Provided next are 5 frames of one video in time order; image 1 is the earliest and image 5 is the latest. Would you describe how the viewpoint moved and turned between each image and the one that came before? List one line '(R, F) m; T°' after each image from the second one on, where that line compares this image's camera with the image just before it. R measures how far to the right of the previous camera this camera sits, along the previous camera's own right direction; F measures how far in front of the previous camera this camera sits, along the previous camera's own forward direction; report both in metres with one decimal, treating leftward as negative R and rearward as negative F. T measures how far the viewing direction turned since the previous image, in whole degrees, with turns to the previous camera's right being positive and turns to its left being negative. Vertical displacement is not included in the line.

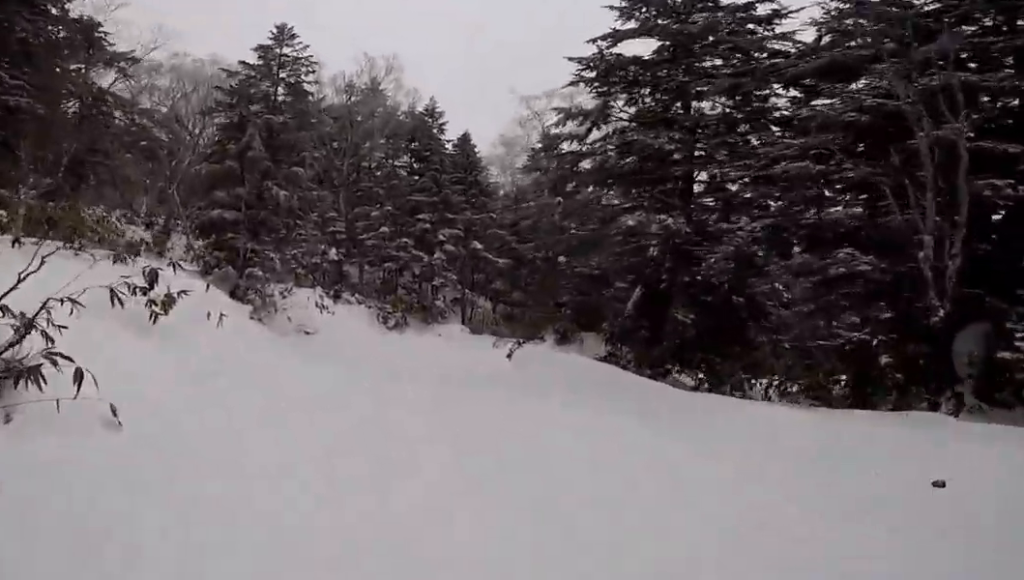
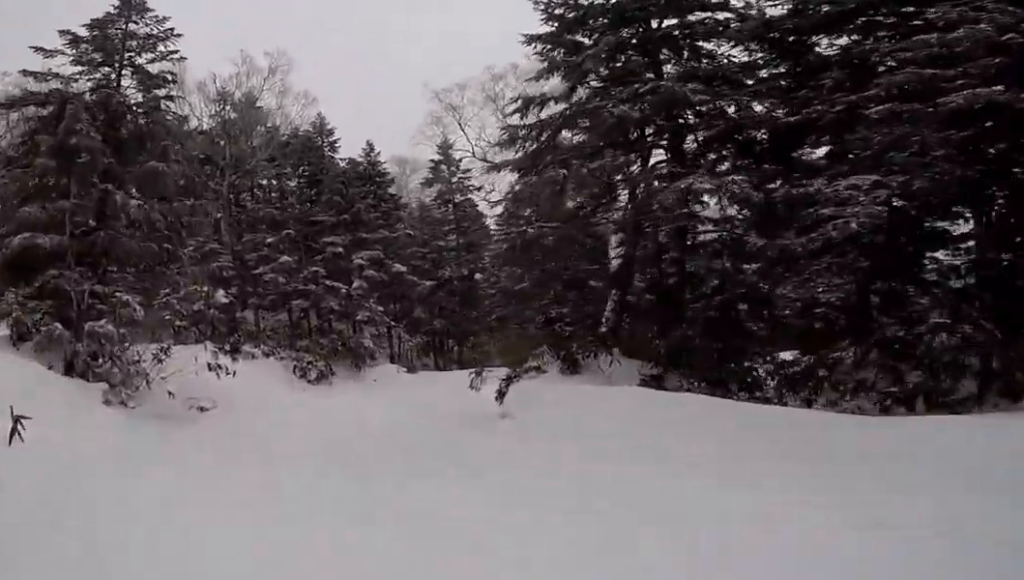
(+1.3, +4.3) m; +15°
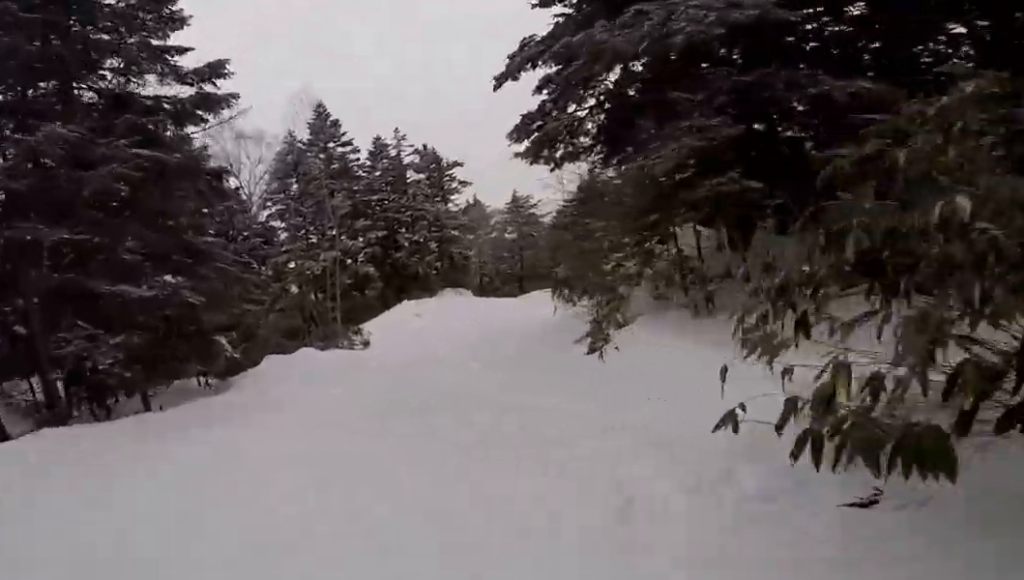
(+11.8, +13.4) m; +66°
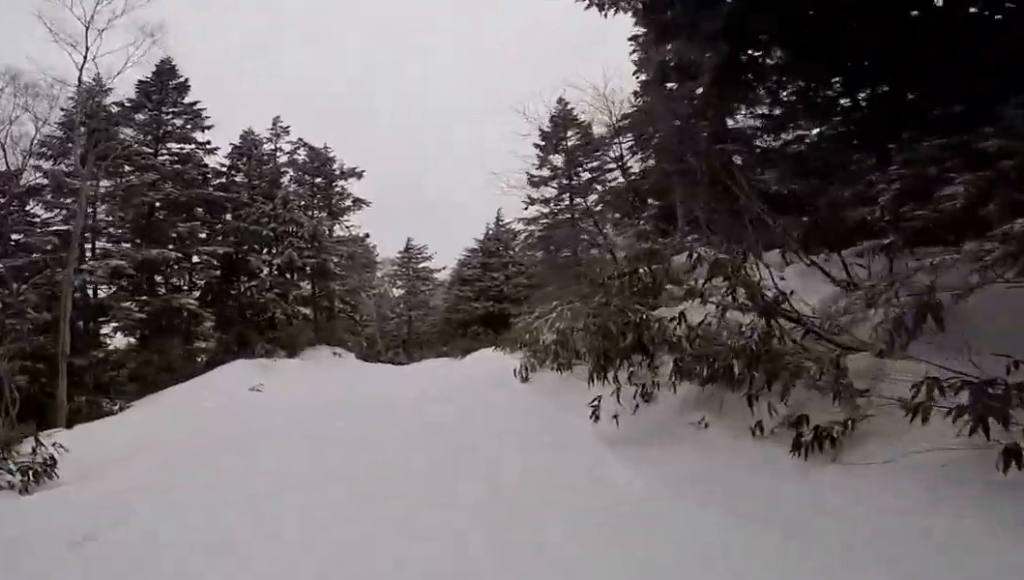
(+0.1, +9.1) m; +1°
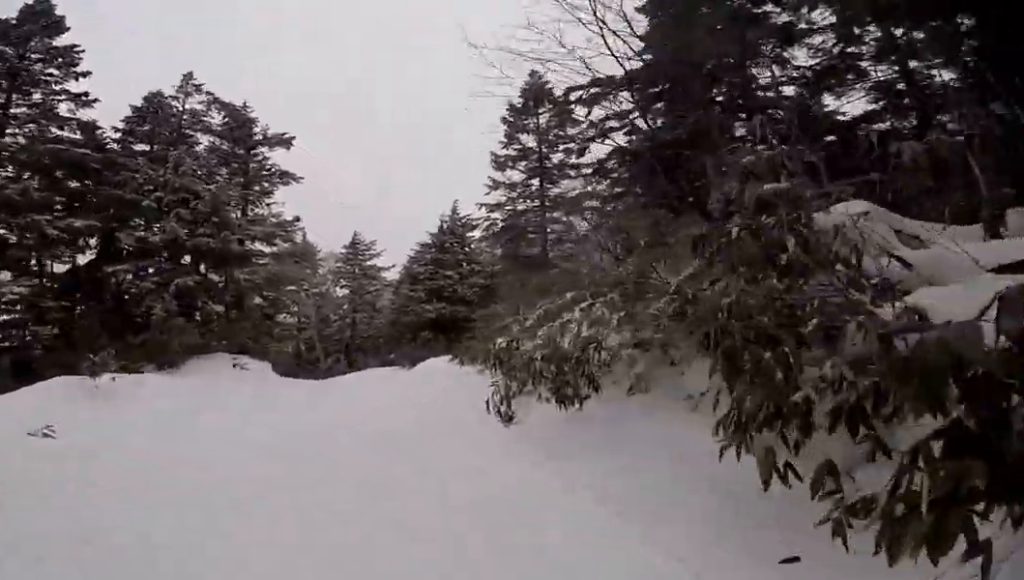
(0.0, +4.3) m; 0°
